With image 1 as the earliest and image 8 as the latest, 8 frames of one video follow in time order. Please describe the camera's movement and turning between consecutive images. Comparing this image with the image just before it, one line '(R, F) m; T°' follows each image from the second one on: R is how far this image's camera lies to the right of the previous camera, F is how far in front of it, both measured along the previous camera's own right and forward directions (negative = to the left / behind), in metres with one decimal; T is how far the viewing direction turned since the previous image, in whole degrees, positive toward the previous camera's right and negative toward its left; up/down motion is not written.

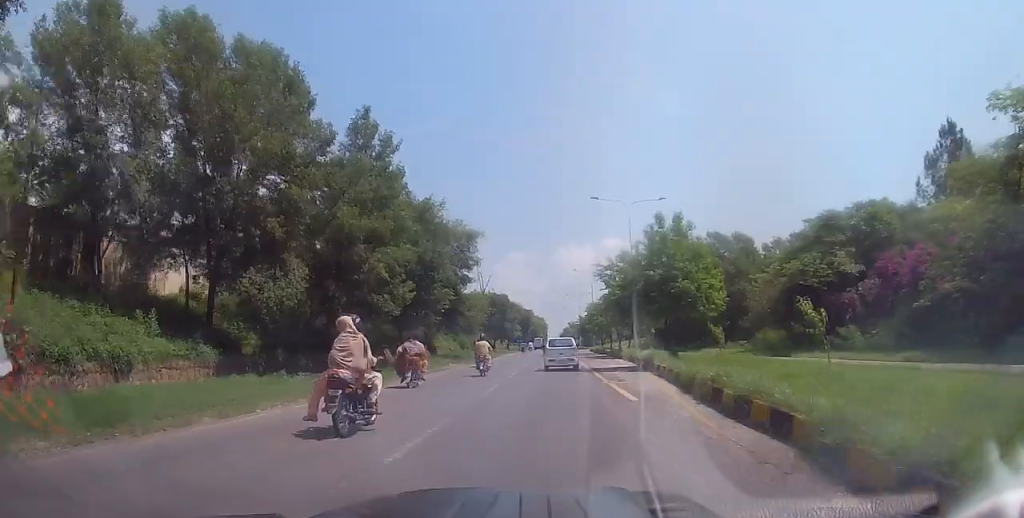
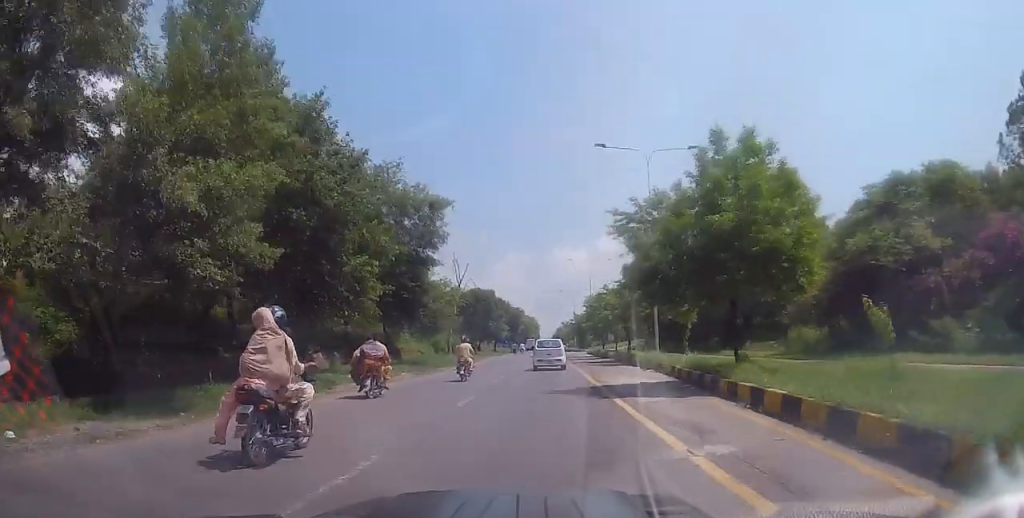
(+0.1, +11.5) m; 0°
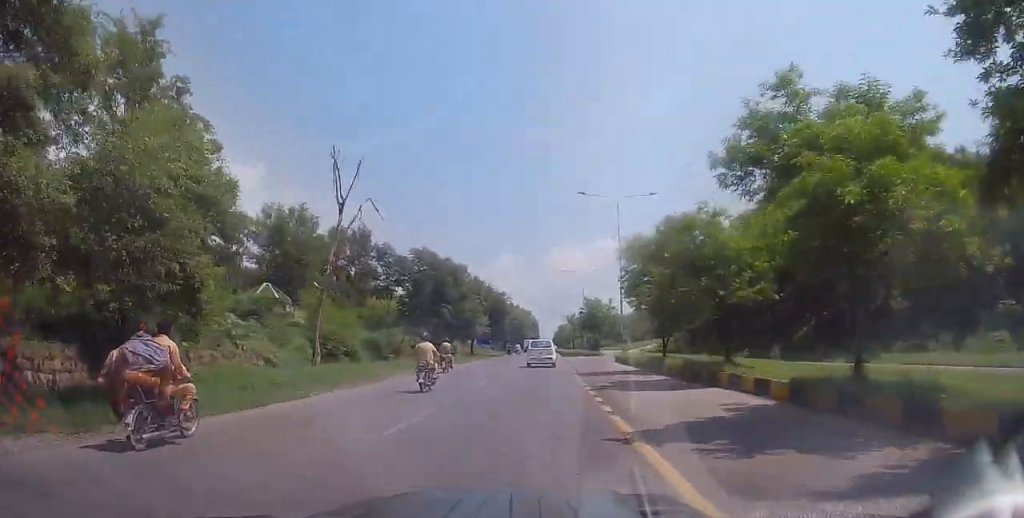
(+0.8, +31.5) m; 0°
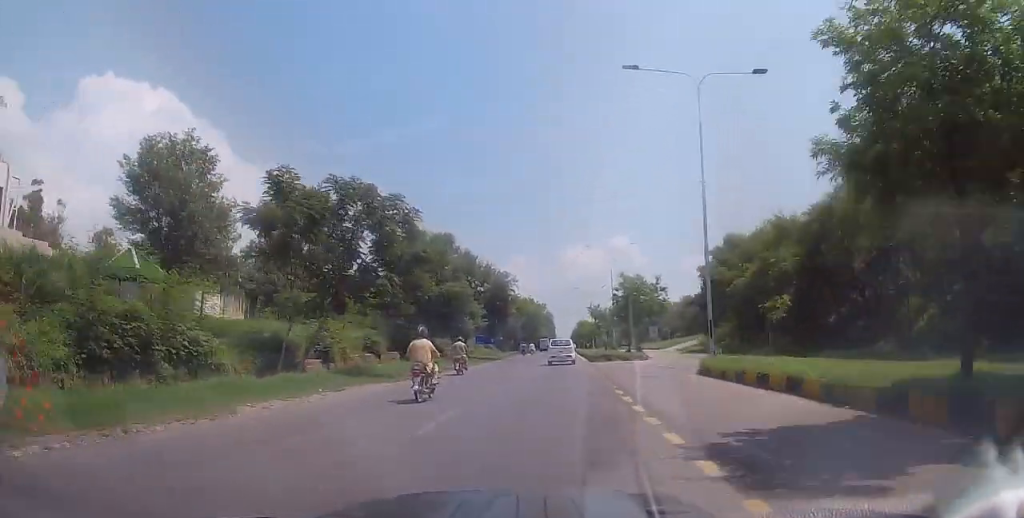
(-1.0, +18.4) m; -3°
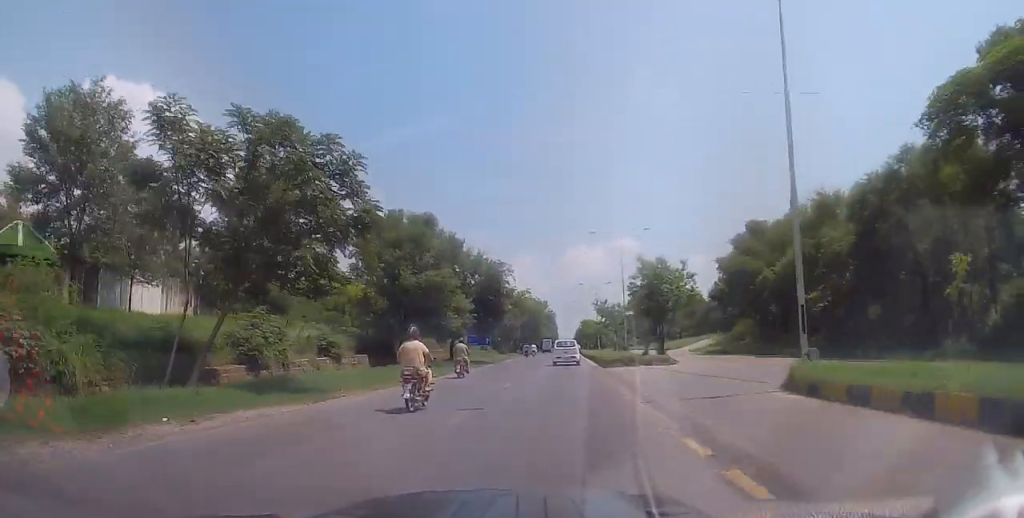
(-0.2, +7.8) m; 0°
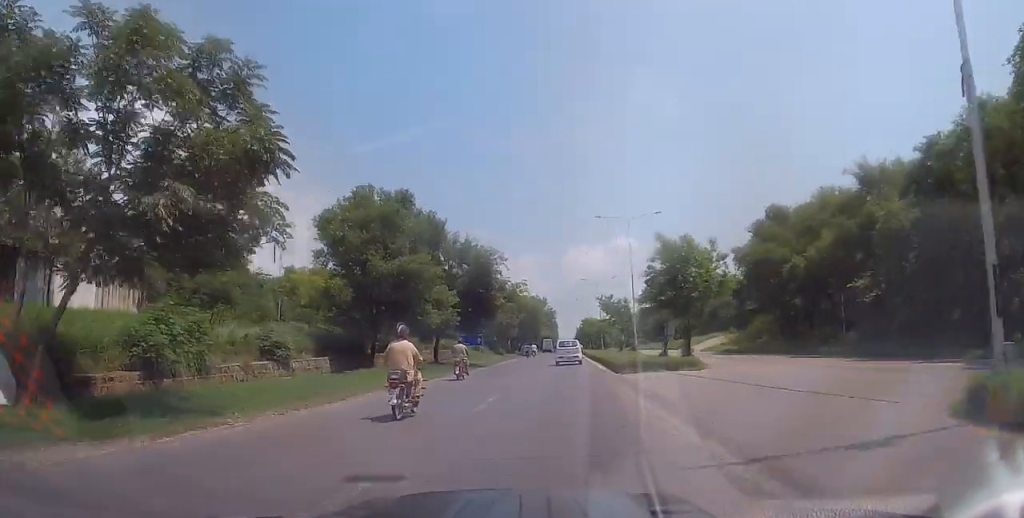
(+0.2, +6.4) m; +1°
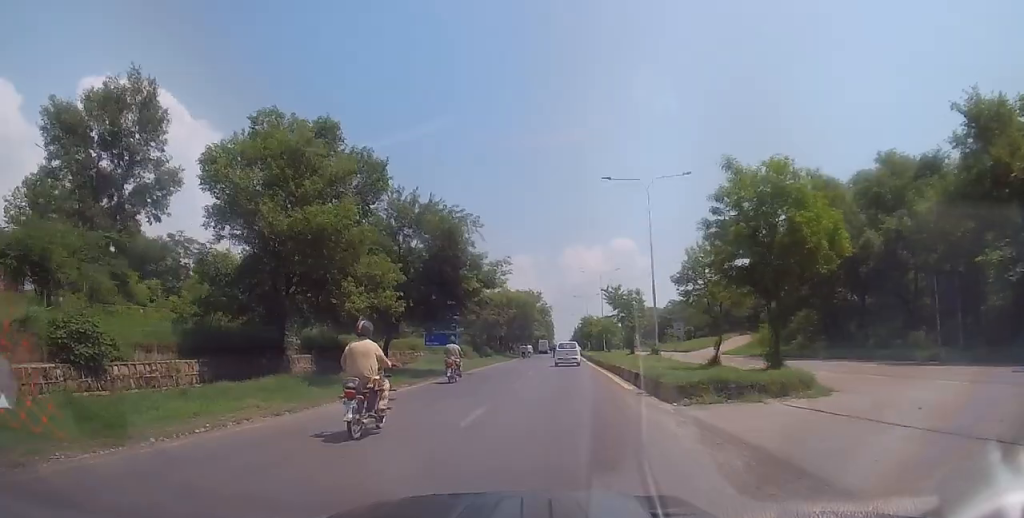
(+0.2, +11.3) m; +1°
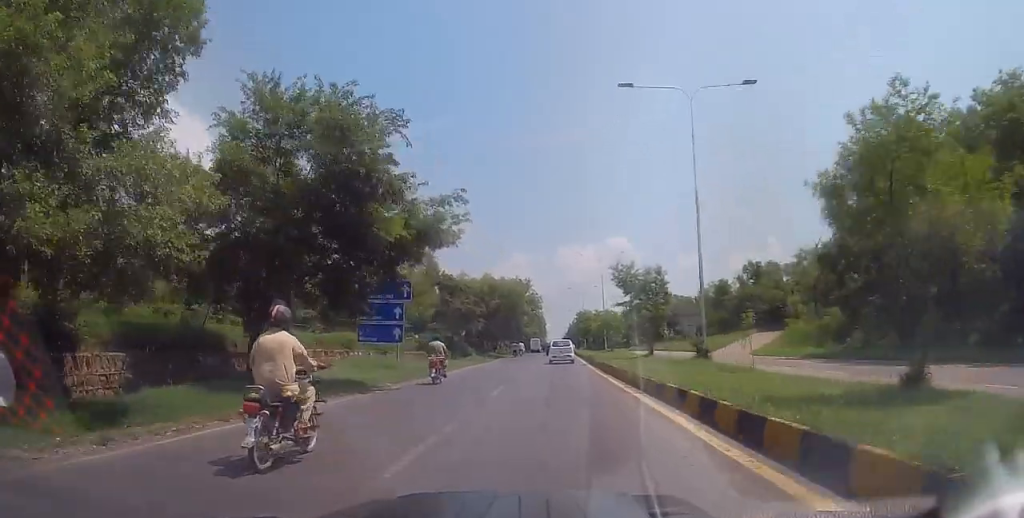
(0.0, +12.9) m; +1°
